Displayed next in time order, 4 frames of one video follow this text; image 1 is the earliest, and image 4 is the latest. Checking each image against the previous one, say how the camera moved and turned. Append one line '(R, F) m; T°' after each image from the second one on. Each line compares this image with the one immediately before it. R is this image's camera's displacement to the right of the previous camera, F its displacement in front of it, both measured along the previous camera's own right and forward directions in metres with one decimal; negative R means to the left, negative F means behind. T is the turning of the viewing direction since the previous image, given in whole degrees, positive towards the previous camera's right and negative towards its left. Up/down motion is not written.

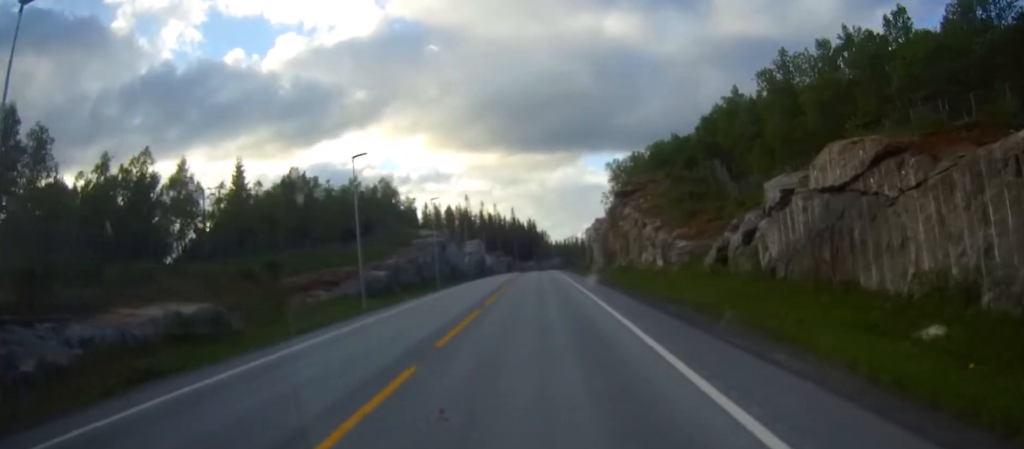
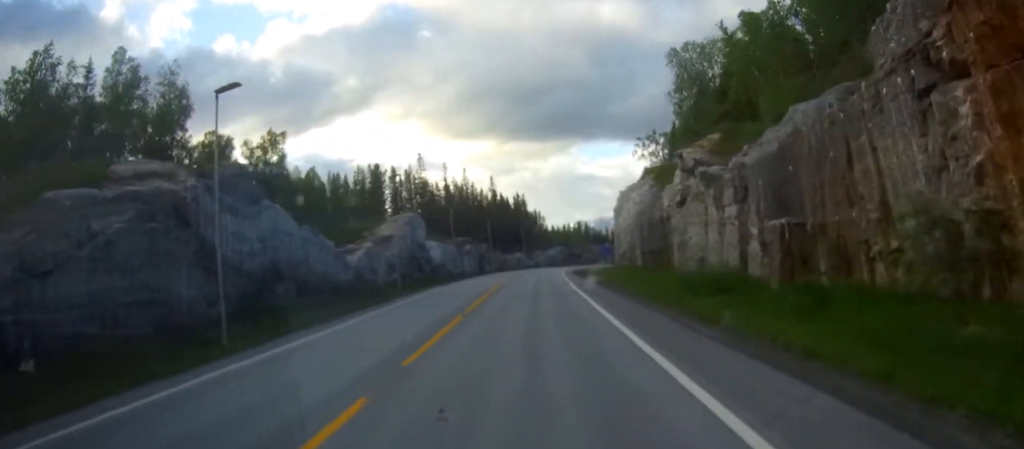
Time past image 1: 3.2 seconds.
(0.0, +72.5) m; 0°
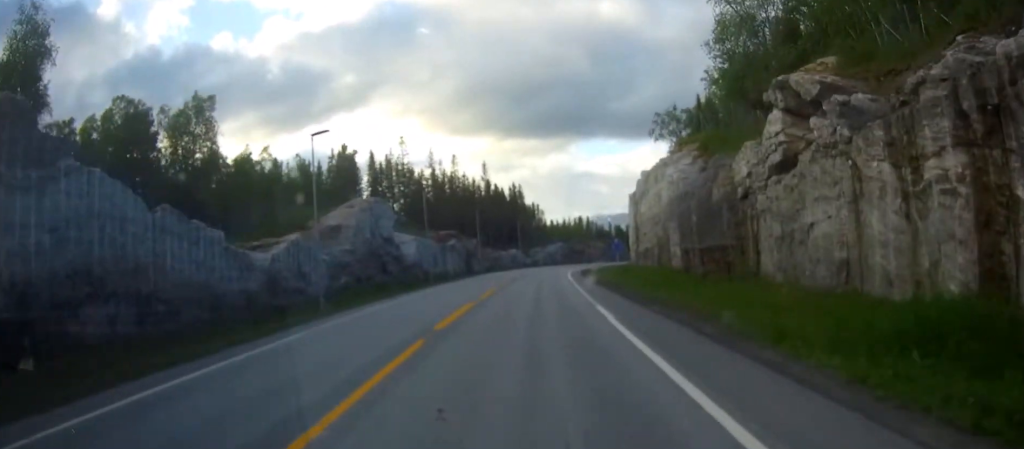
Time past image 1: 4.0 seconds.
(0.0, +17.3) m; 0°
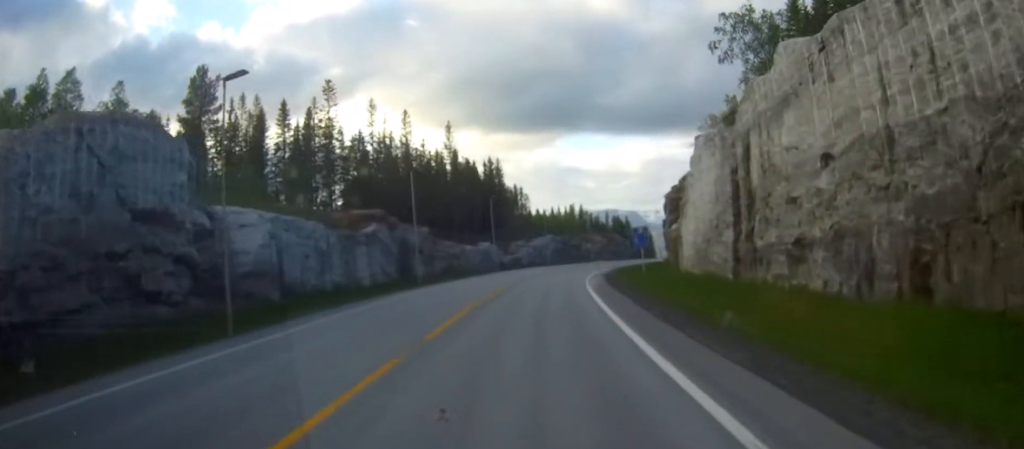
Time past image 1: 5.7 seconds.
(+0.2, +37.9) m; +1°
